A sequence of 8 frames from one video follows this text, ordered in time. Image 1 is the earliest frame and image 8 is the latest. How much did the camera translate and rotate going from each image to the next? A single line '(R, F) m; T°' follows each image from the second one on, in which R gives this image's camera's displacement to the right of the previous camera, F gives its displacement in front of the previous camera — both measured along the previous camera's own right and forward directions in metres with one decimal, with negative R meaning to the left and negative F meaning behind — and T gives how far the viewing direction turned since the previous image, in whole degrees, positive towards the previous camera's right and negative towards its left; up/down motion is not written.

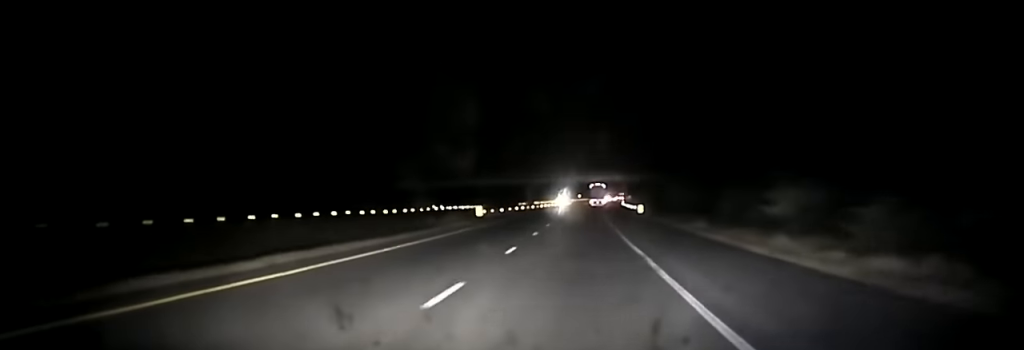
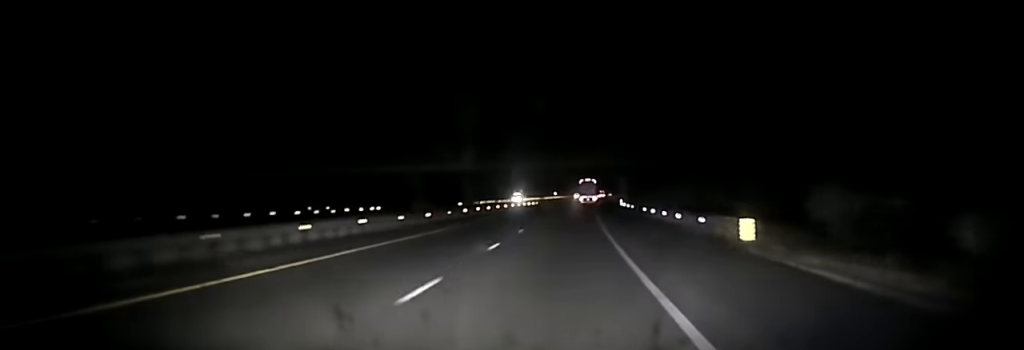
(+1.1, +79.4) m; +2°
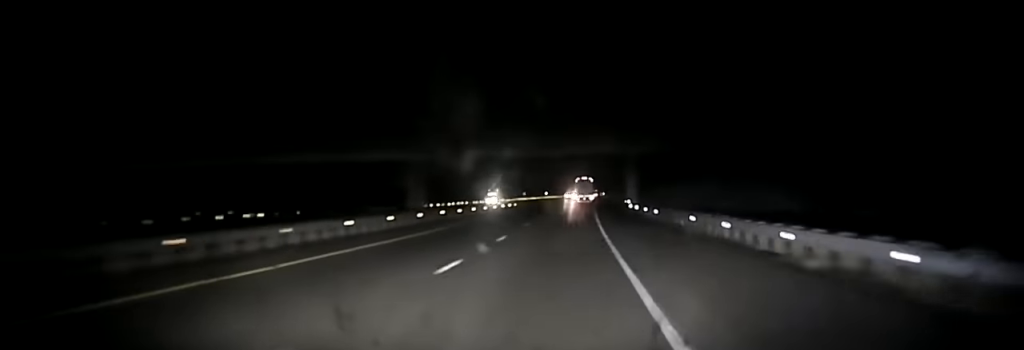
(+0.4, +34.0) m; +1°
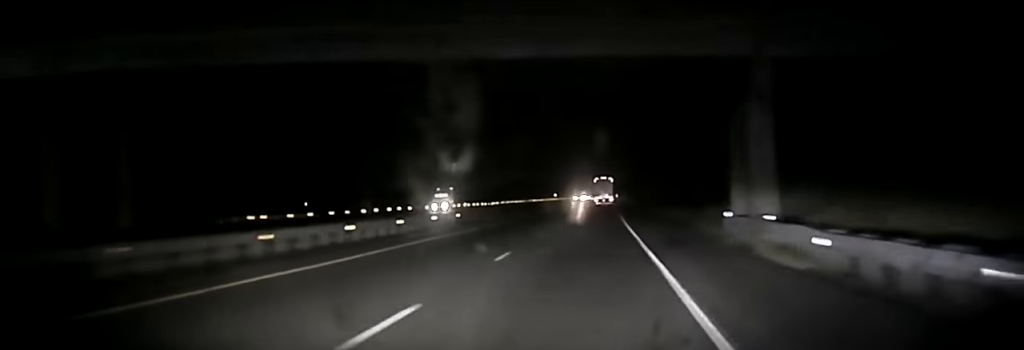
(0.0, +56.2) m; 0°
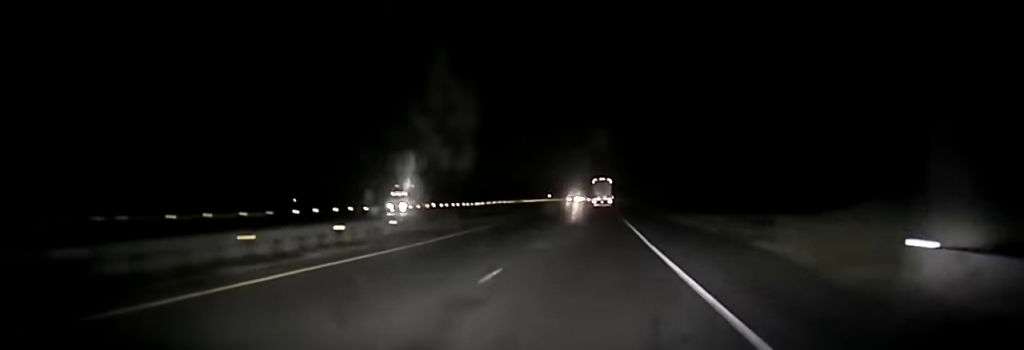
(-0.1, +14.2) m; 0°
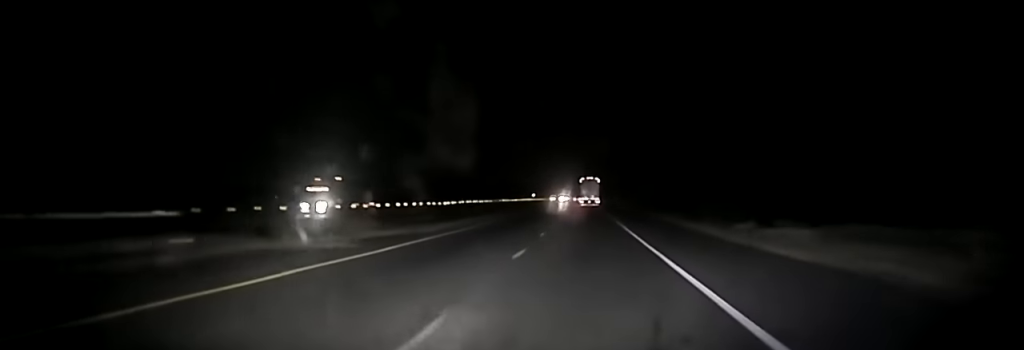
(0.0, +16.3) m; 0°
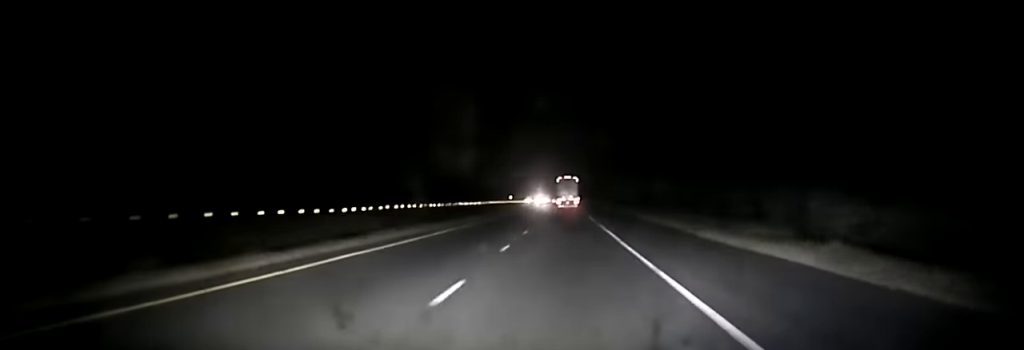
(+0.6, +41.3) m; +2°
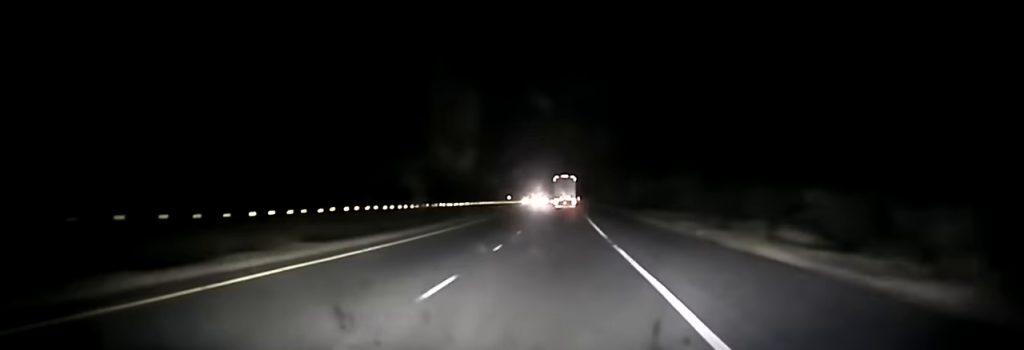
(+0.2, +22.8) m; 0°
